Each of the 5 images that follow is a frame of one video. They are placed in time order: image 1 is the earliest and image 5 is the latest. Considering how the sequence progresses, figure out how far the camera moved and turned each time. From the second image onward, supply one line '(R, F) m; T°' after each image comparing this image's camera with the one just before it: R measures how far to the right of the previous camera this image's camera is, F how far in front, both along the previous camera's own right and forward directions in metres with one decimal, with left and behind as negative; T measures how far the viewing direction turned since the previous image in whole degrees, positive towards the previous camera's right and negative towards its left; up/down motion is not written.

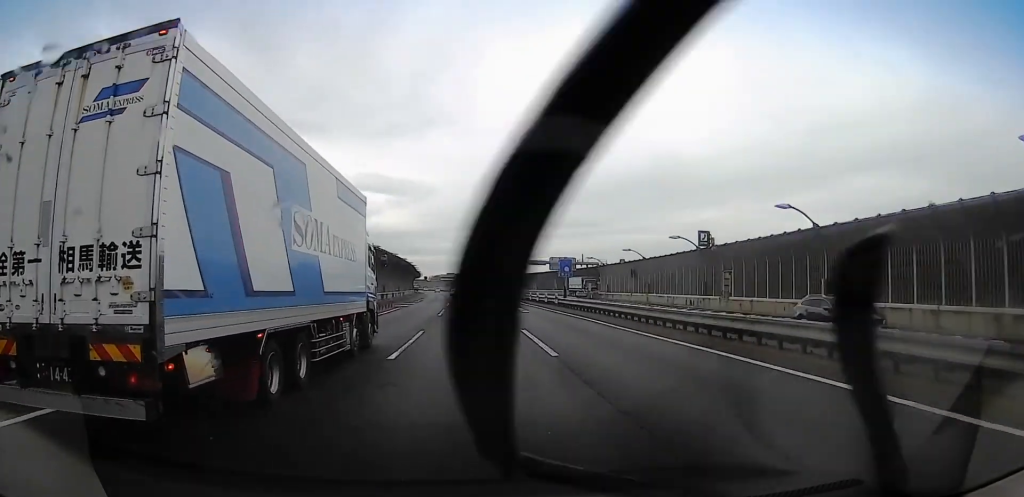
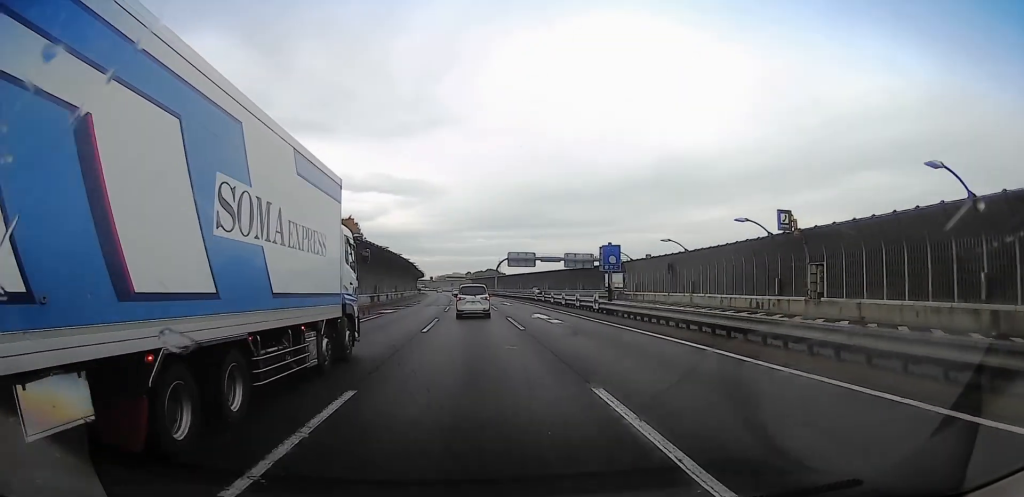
(0.0, +12.5) m; -1°
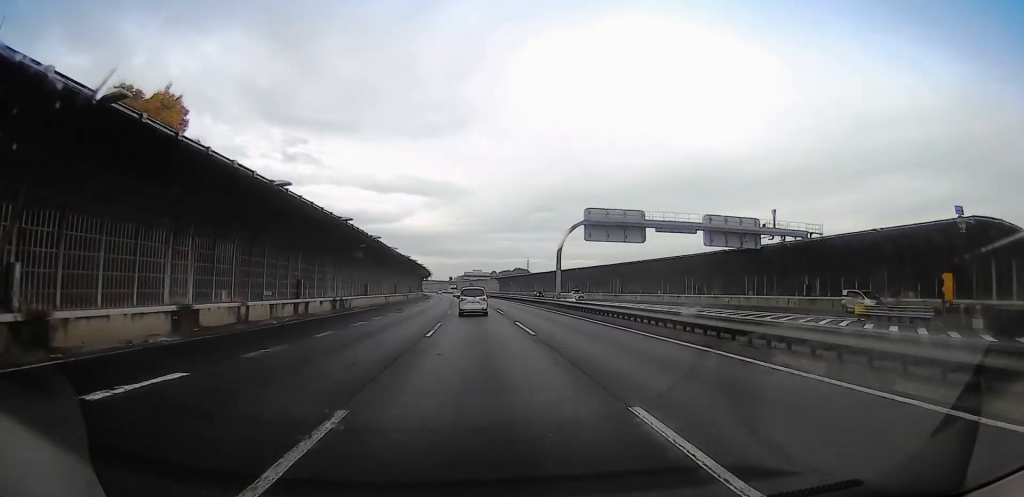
(+0.1, +60.1) m; +2°
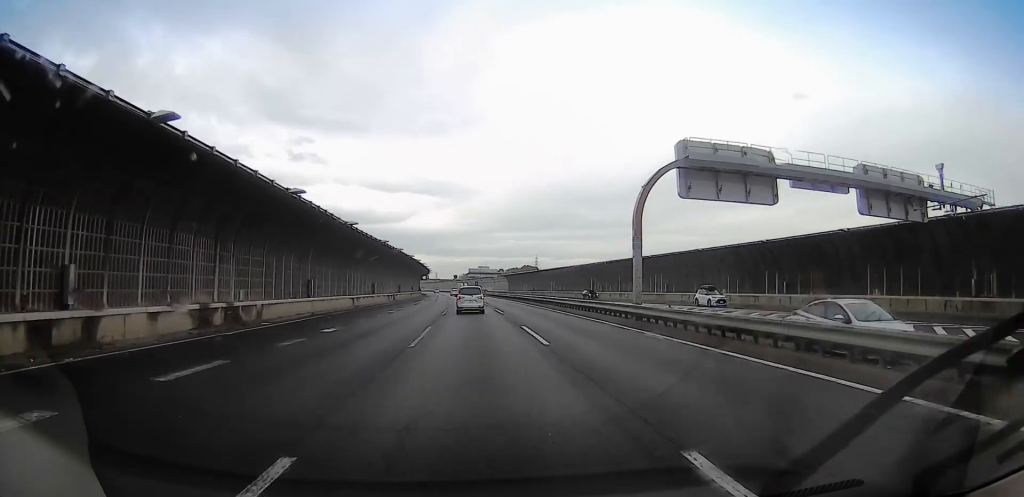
(-0.3, +22.2) m; -2°
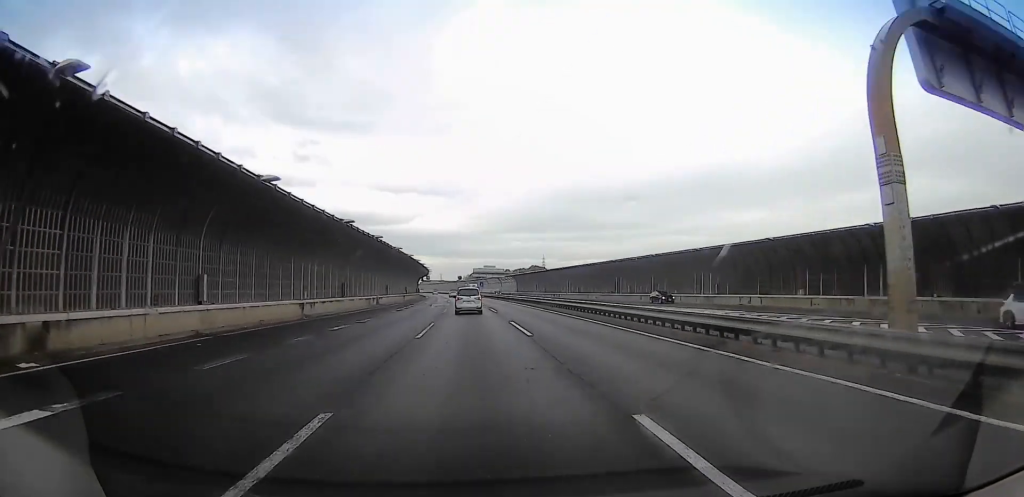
(-0.4, +15.5) m; -1°
